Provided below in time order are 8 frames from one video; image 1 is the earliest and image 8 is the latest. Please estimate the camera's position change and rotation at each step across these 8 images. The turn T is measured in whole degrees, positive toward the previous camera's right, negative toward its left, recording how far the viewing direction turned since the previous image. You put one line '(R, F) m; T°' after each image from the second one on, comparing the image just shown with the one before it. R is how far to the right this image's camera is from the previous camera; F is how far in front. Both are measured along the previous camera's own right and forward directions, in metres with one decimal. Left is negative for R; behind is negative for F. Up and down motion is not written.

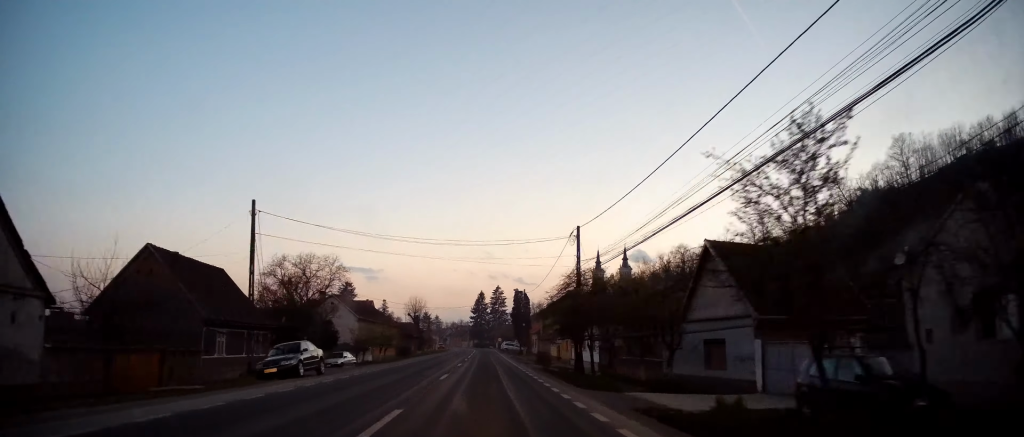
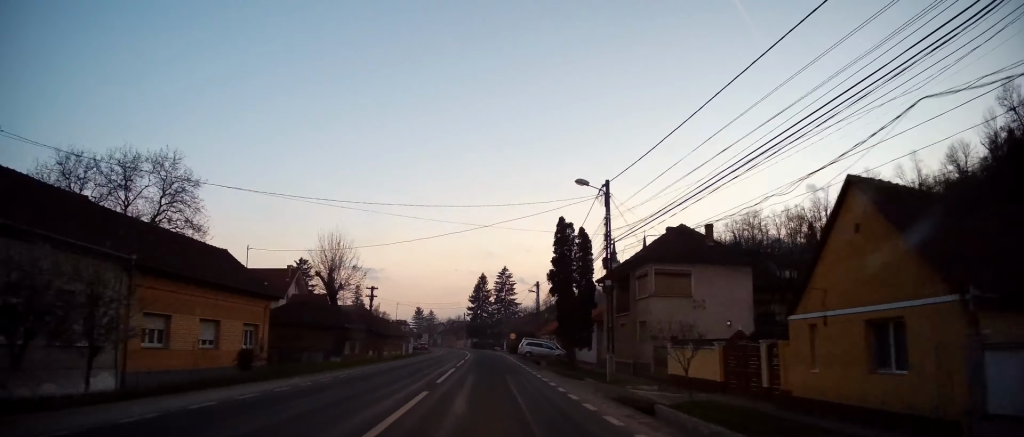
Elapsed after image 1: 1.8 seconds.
(0.0, +44.9) m; +1°
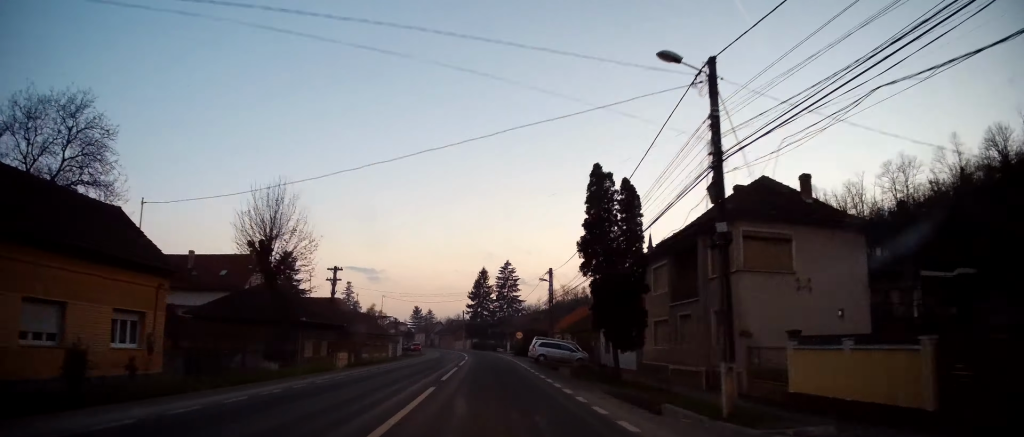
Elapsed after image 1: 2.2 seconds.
(-0.1, +11.0) m; 0°
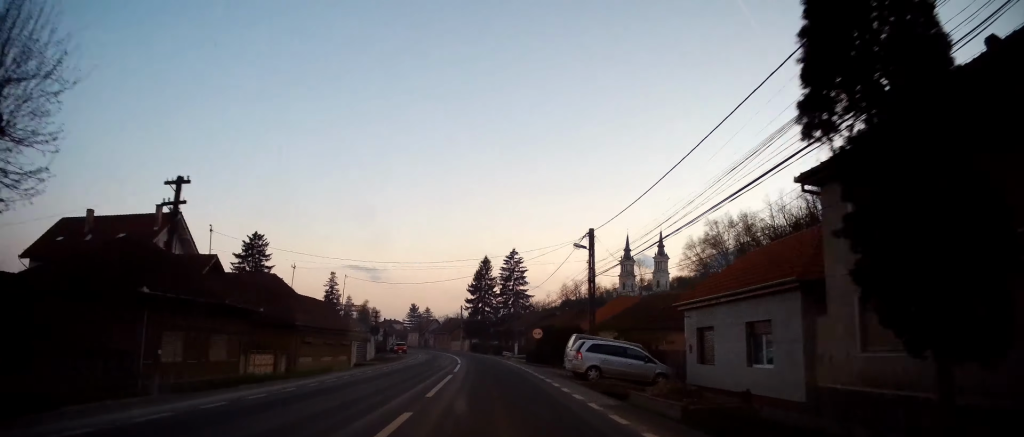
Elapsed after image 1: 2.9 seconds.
(+0.3, +17.5) m; 0°
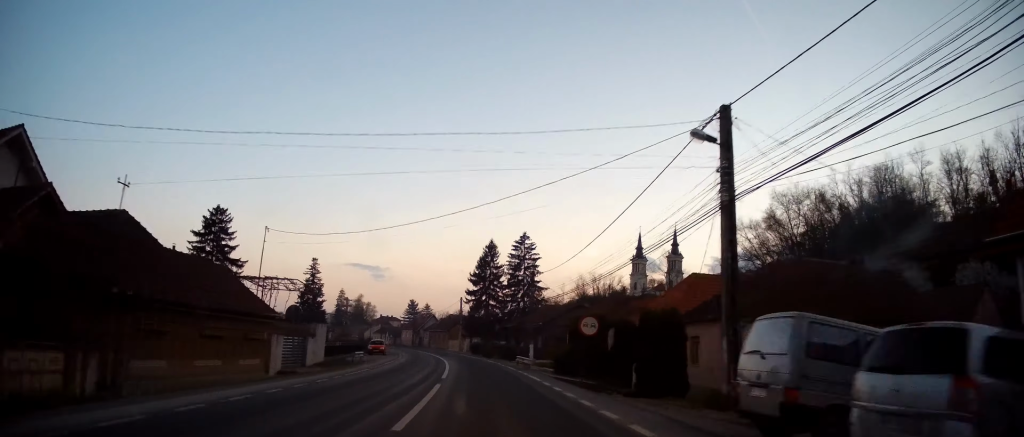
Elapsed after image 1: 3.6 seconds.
(-0.1, +17.4) m; -1°
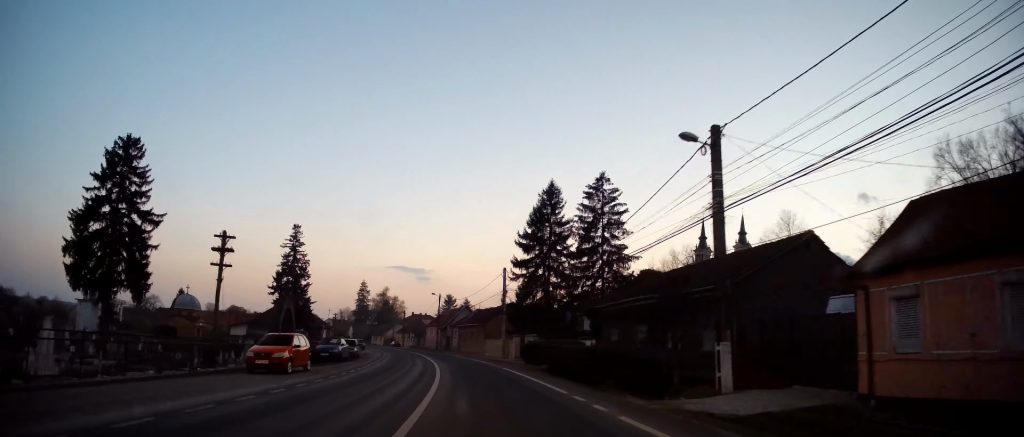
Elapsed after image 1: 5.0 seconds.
(-1.2, +33.7) m; -3°
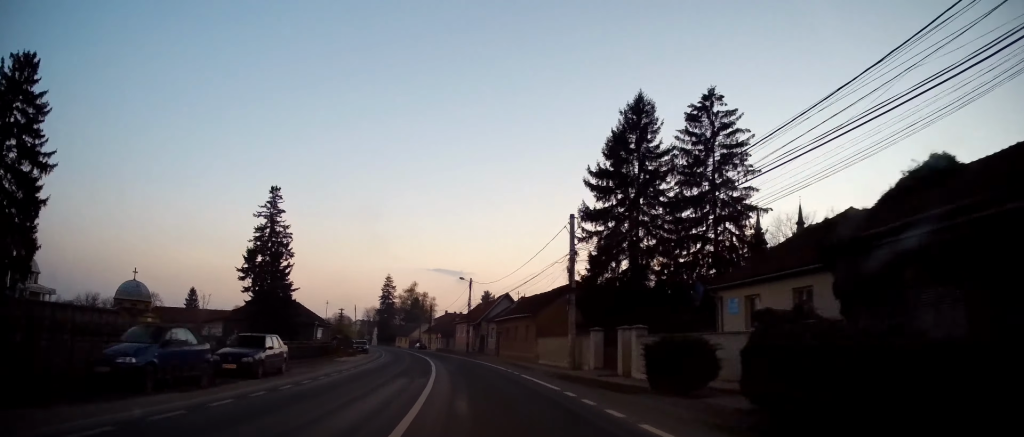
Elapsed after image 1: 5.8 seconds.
(-0.1, +21.4) m; -3°
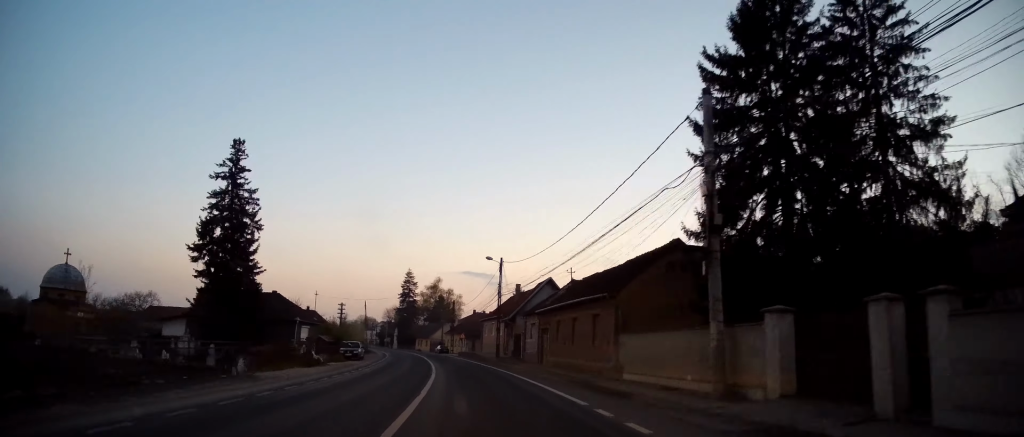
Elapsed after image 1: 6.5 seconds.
(-0.3, +15.6) m; -3°
